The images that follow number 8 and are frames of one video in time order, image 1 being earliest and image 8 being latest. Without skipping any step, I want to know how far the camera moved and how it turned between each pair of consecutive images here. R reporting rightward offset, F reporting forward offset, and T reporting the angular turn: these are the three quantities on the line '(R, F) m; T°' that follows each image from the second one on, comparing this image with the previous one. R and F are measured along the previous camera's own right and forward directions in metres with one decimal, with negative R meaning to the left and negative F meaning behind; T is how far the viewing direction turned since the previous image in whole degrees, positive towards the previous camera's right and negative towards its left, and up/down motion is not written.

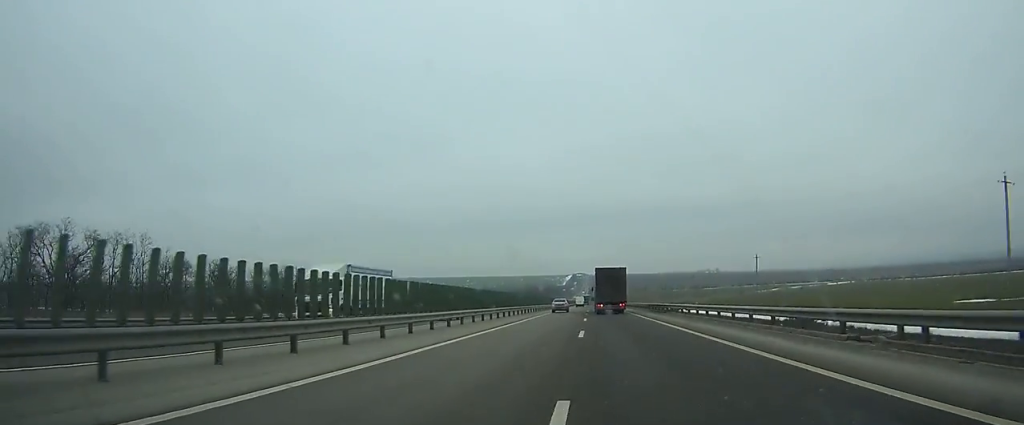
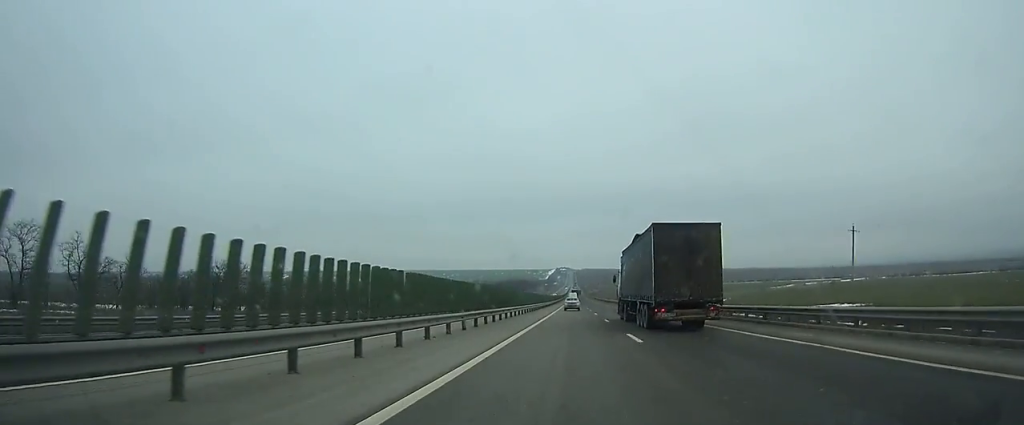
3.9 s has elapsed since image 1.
(+0.5, +116.7) m; +1°
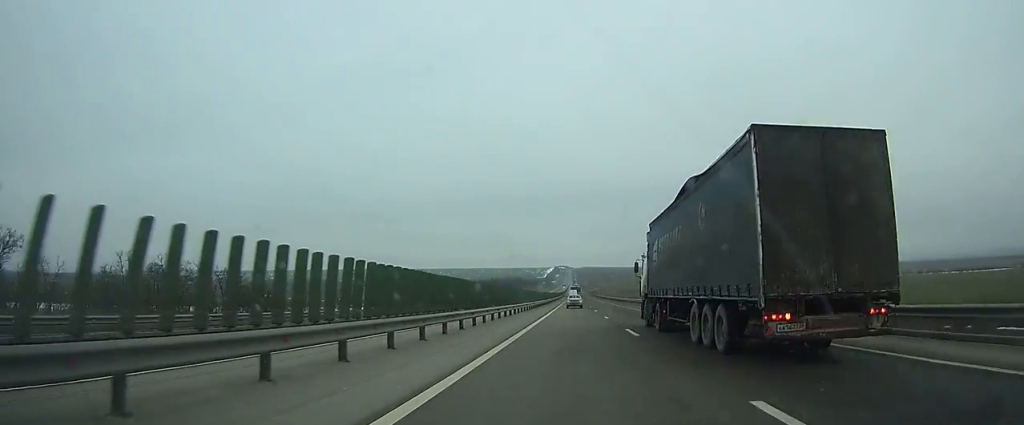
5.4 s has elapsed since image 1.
(+0.1, +46.6) m; 0°
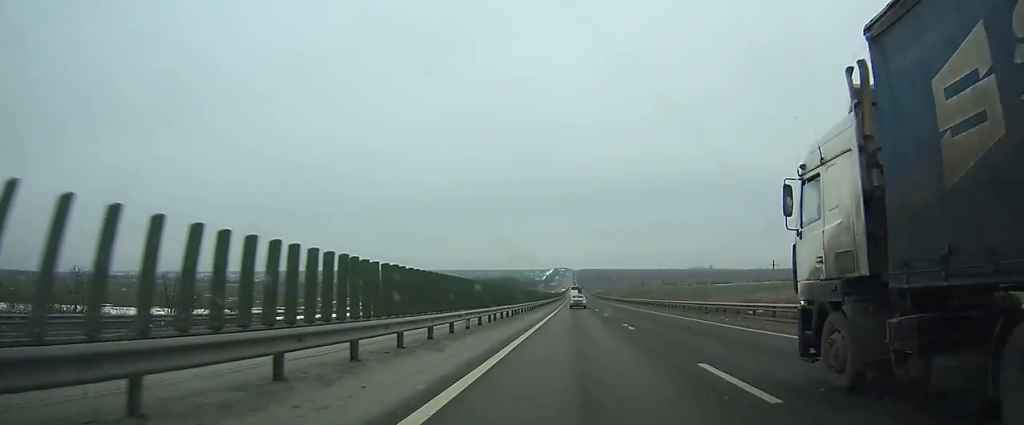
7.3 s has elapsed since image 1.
(0.0, +59.3) m; 0°
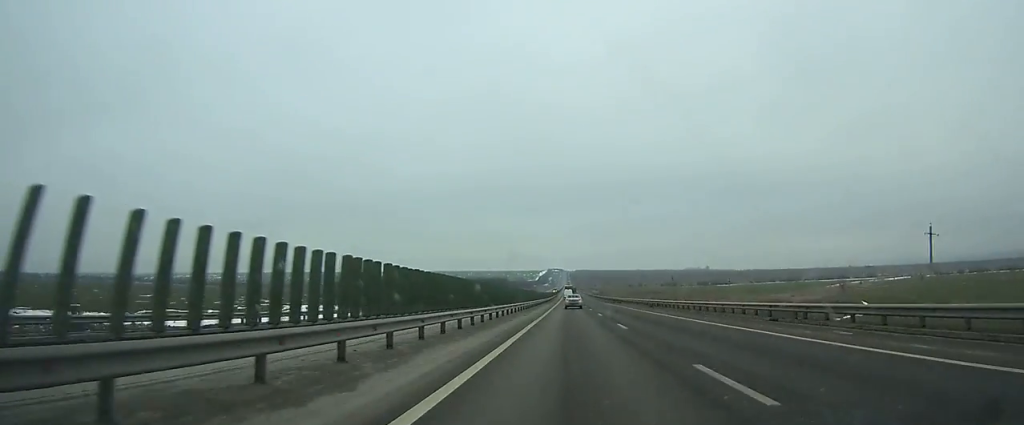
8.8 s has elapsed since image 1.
(+0.2, +47.6) m; 0°
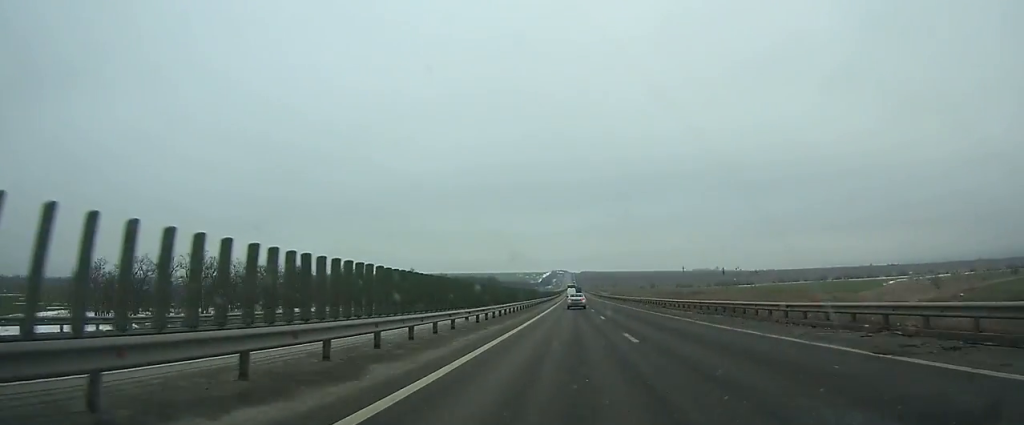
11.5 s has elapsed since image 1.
(0.0, +85.7) m; 0°
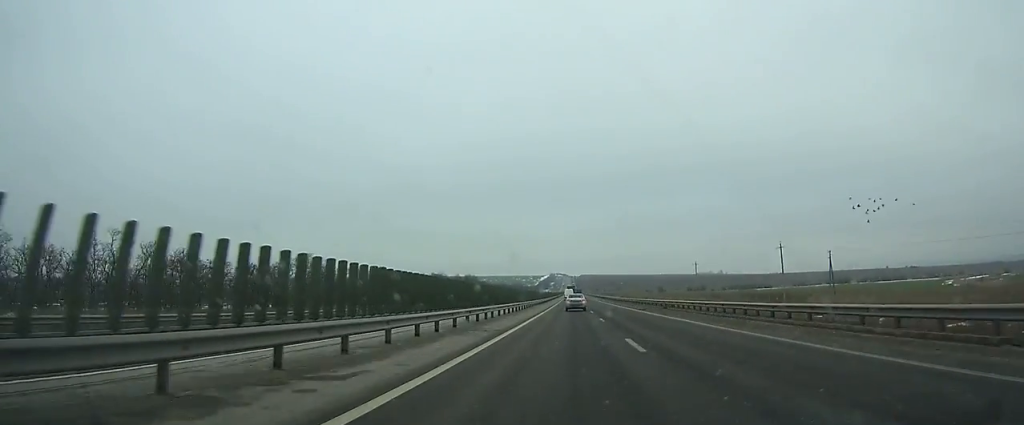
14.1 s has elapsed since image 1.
(-0.2, +82.1) m; 0°
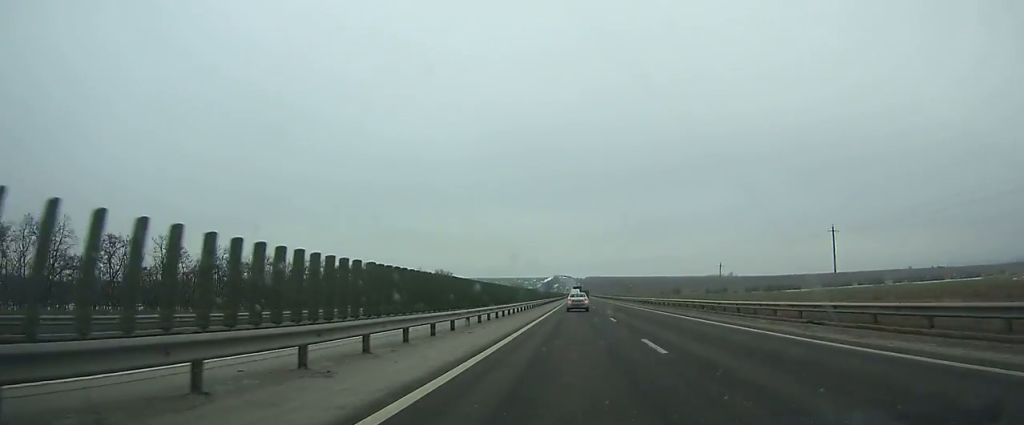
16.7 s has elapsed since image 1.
(-0.3, +80.8) m; 0°
